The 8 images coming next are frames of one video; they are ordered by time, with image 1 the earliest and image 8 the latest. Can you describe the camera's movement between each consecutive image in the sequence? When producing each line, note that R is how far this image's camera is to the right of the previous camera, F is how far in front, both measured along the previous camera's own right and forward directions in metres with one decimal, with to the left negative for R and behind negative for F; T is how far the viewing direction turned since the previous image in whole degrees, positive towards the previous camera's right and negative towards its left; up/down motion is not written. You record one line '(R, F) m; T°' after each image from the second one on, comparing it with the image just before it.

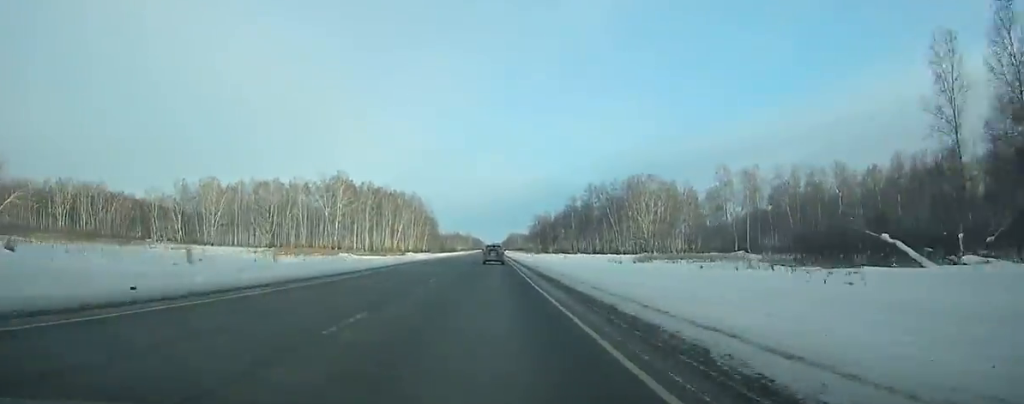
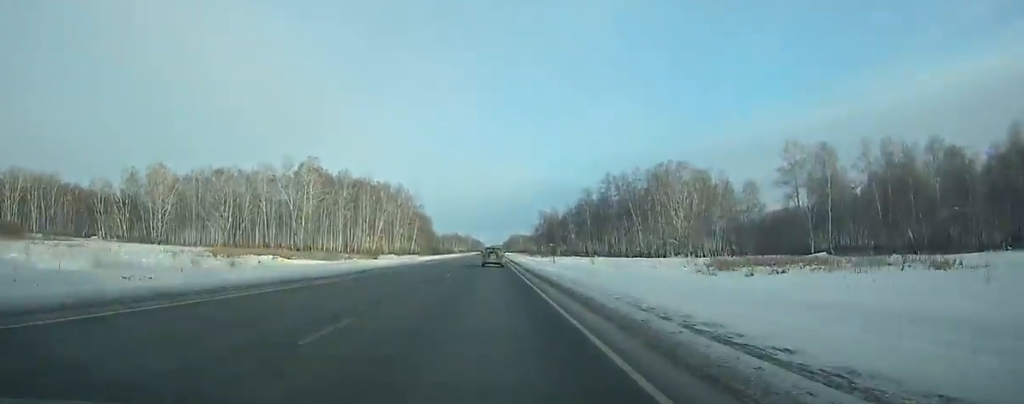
(0.0, +36.8) m; 0°
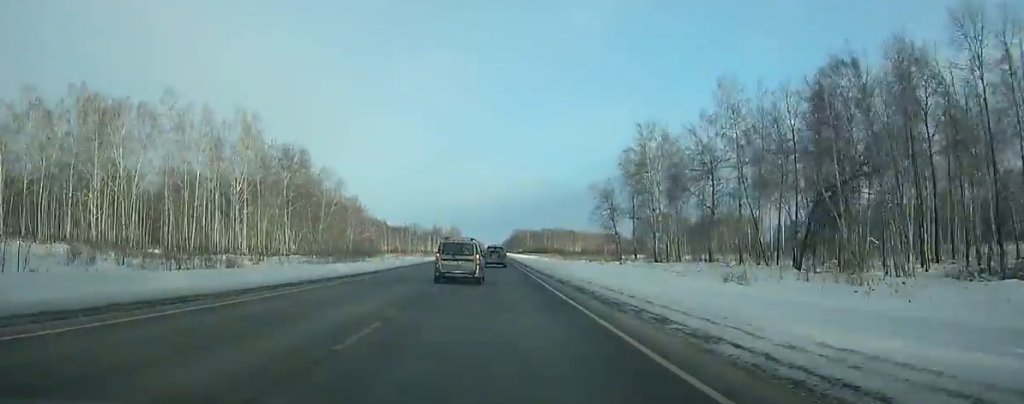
(-0.8, +212.6) m; 0°
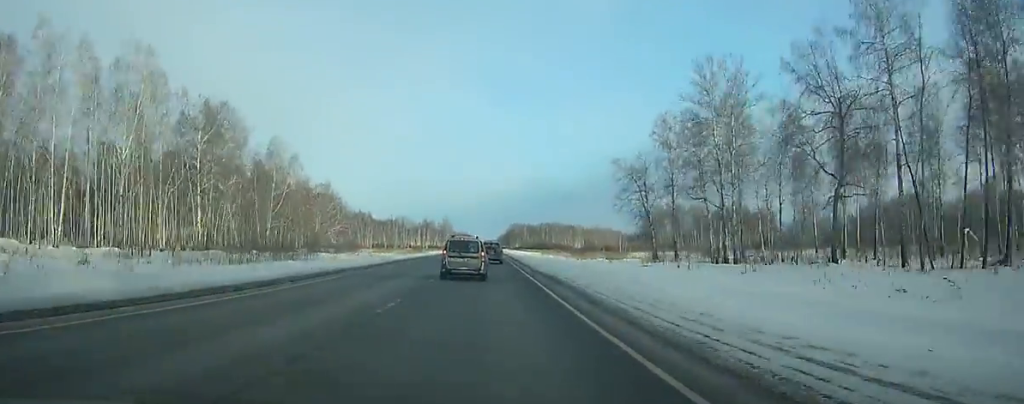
(+0.1, +31.1) m; 0°
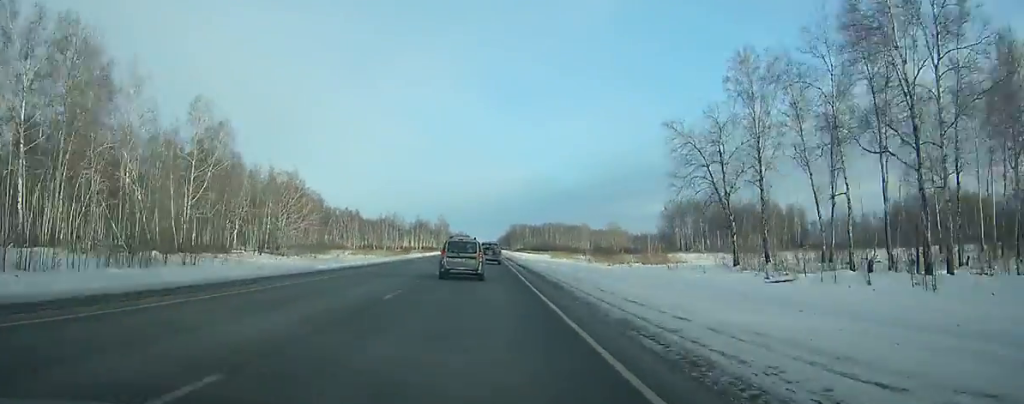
(+0.2, +33.5) m; 0°
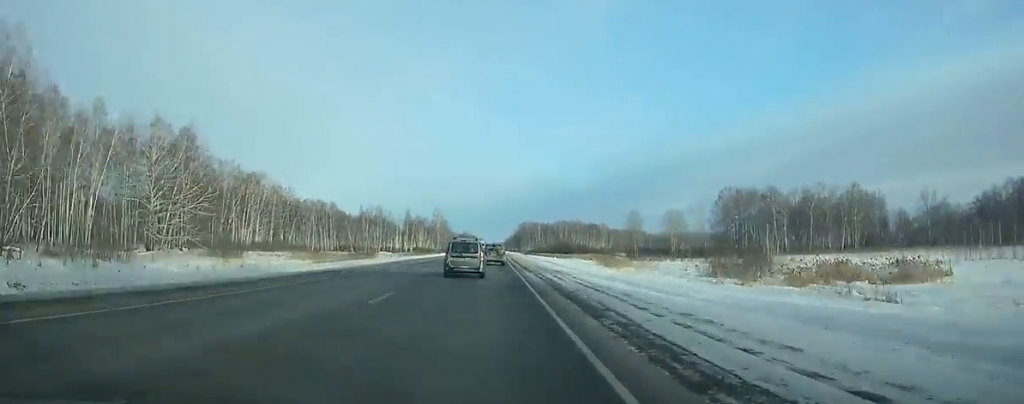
(0.0, +61.4) m; 0°
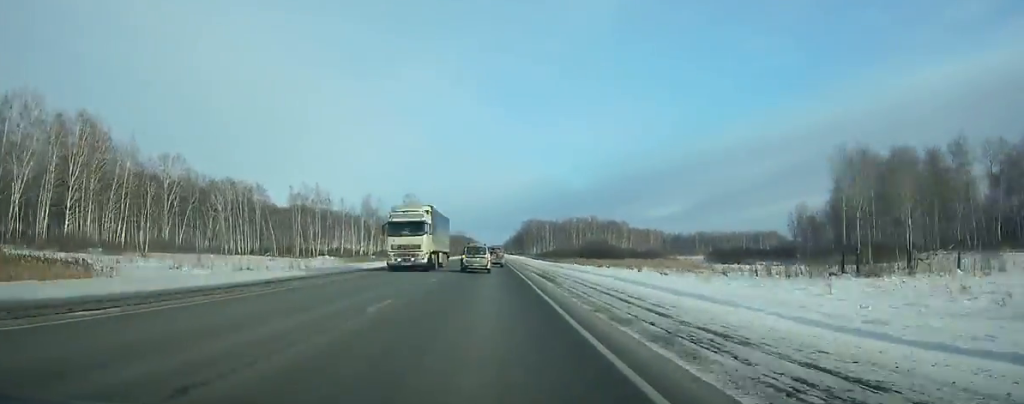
(-0.3, +86.1) m; 0°
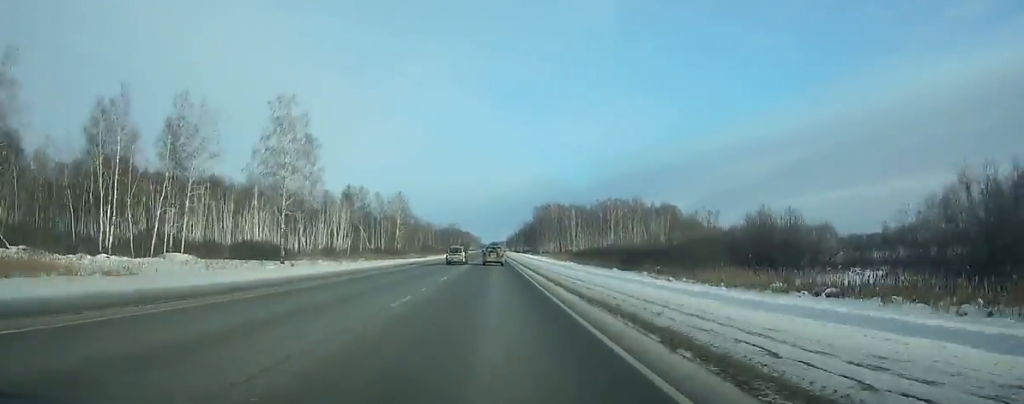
(-0.1, +116.2) m; 0°
